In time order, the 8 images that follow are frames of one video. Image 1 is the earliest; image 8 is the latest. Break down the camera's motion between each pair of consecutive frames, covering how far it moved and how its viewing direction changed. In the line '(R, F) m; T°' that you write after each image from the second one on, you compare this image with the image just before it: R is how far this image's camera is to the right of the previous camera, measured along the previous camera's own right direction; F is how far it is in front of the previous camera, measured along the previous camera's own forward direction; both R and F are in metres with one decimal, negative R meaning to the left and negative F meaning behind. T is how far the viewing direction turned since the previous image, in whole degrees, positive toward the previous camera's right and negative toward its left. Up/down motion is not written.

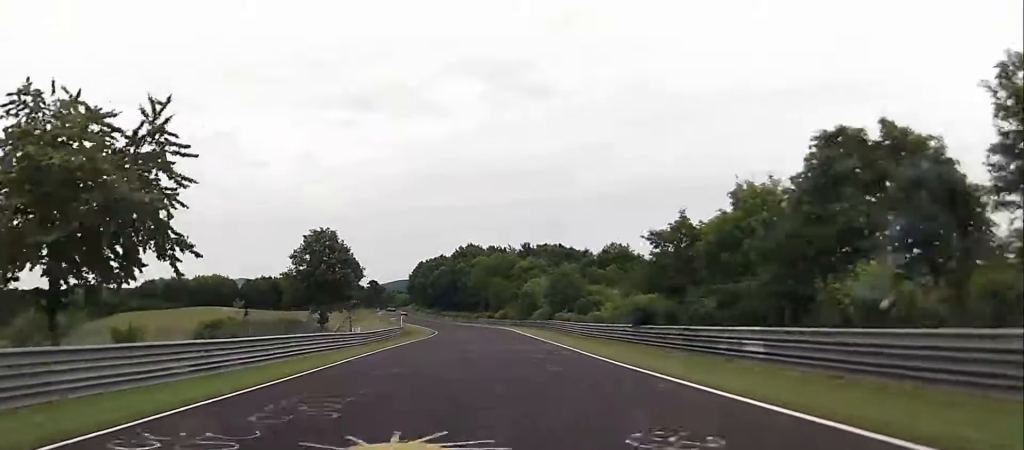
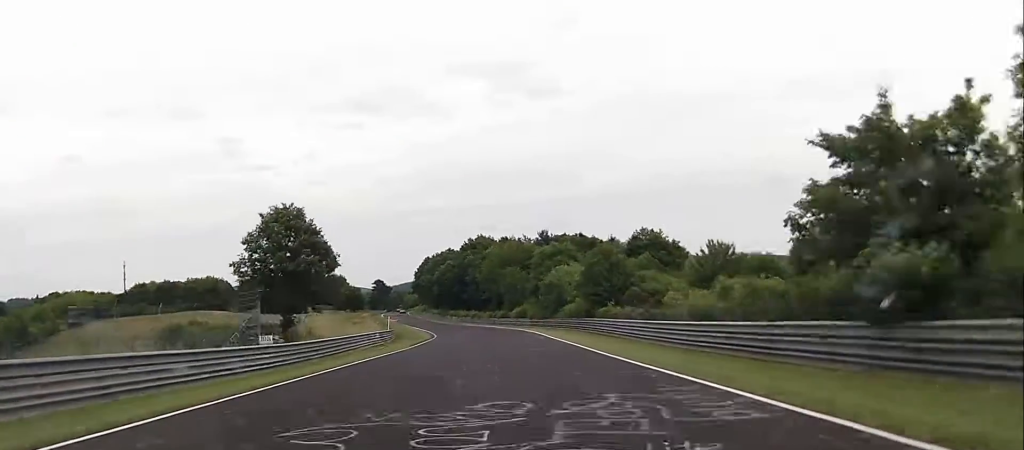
(-0.7, +19.1) m; -2°
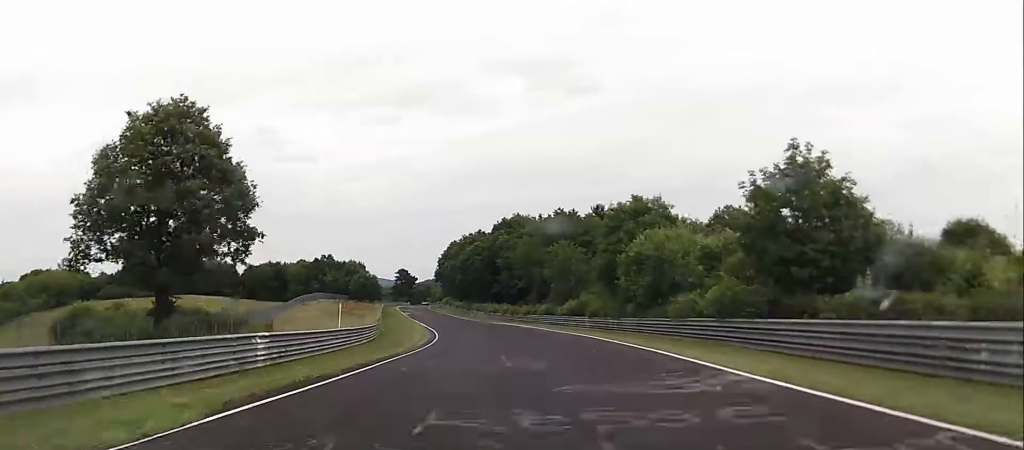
(-0.6, +29.2) m; -3°
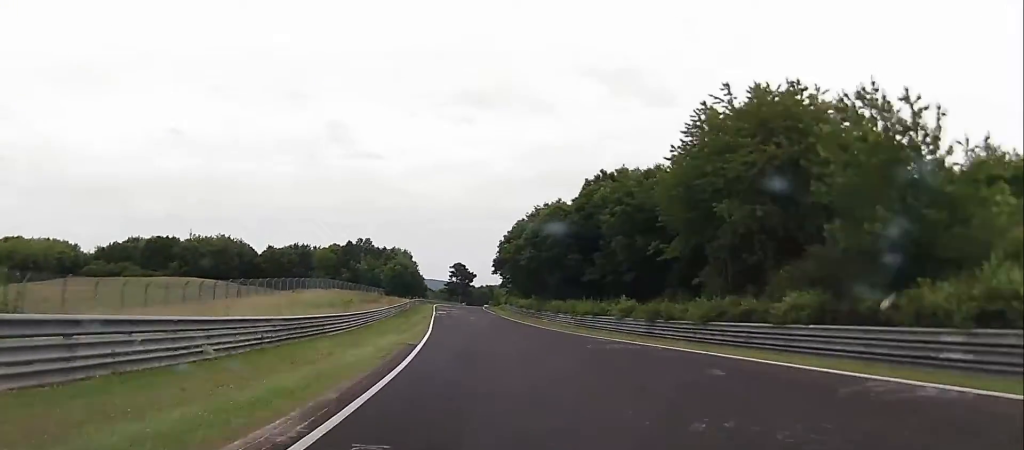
(-2.1, +44.7) m; -7°
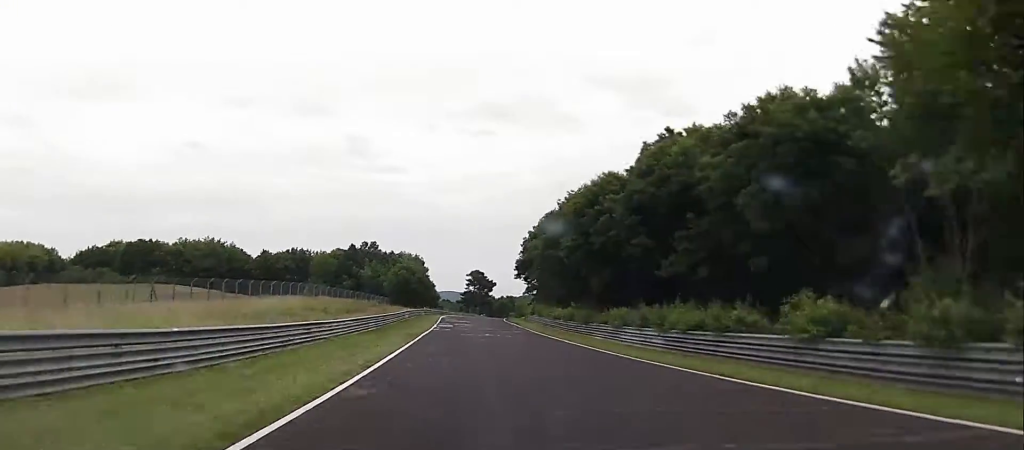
(-1.0, +21.2) m; -2°
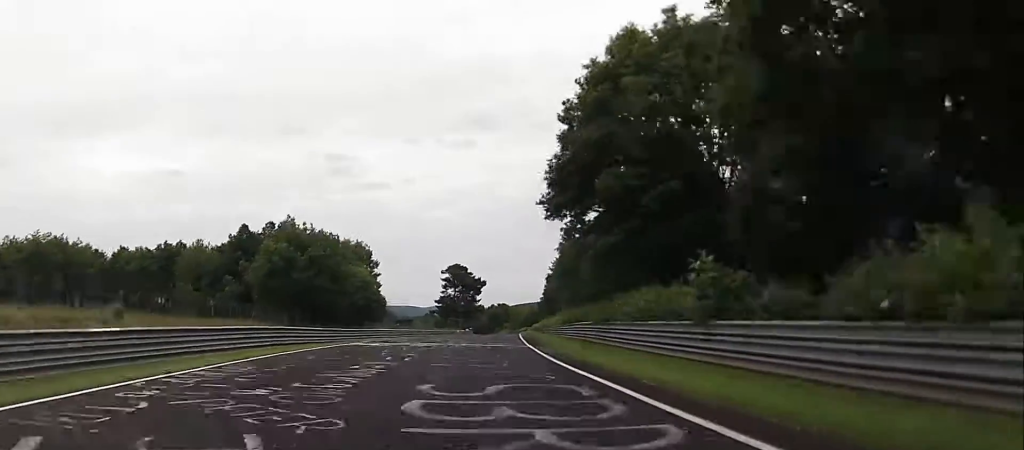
(-1.2, +67.4) m; 0°
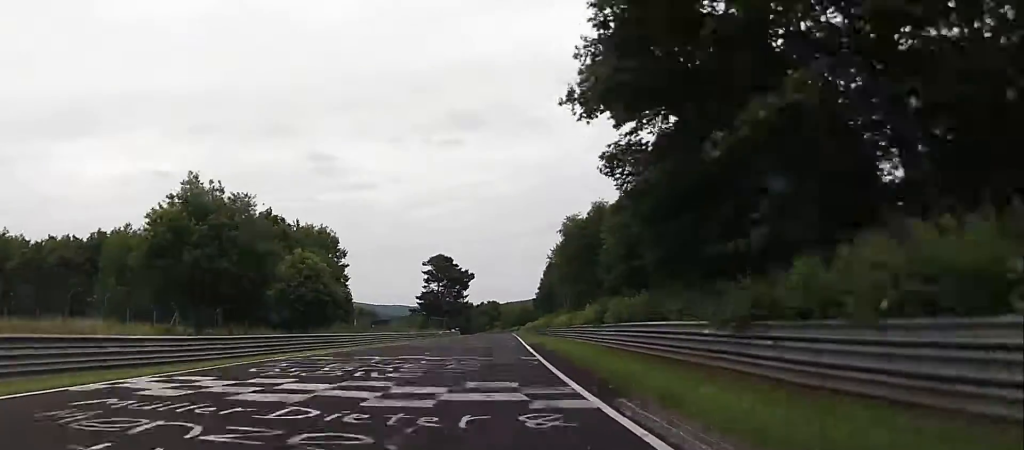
(-0.2, +18.3) m; +1°
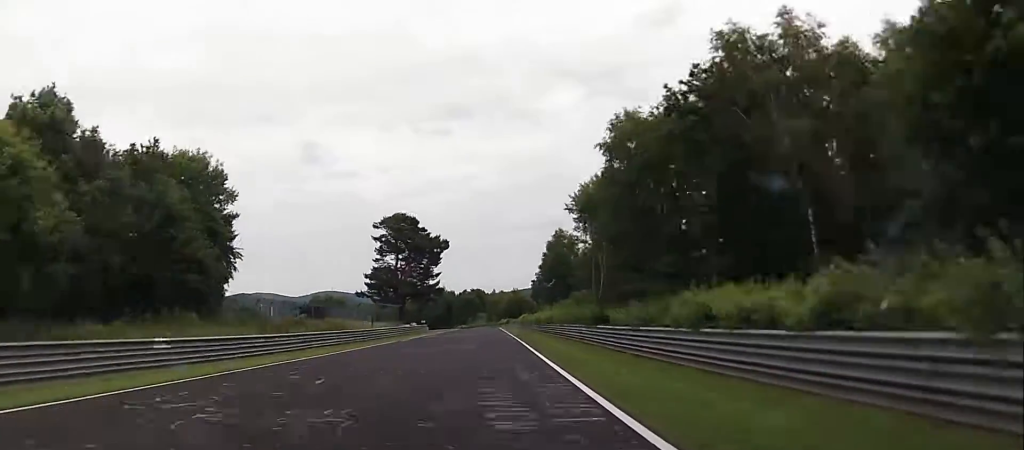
(+0.9, +39.5) m; +1°
